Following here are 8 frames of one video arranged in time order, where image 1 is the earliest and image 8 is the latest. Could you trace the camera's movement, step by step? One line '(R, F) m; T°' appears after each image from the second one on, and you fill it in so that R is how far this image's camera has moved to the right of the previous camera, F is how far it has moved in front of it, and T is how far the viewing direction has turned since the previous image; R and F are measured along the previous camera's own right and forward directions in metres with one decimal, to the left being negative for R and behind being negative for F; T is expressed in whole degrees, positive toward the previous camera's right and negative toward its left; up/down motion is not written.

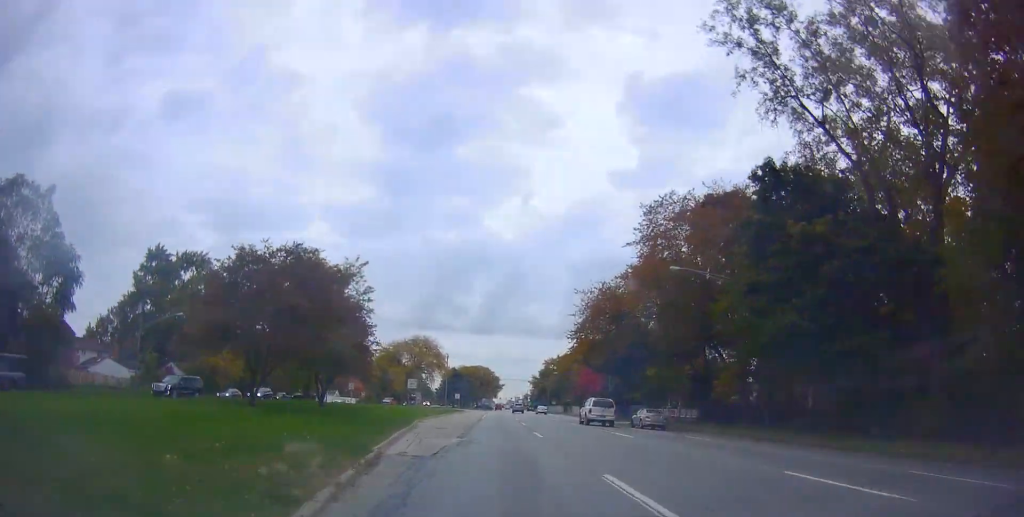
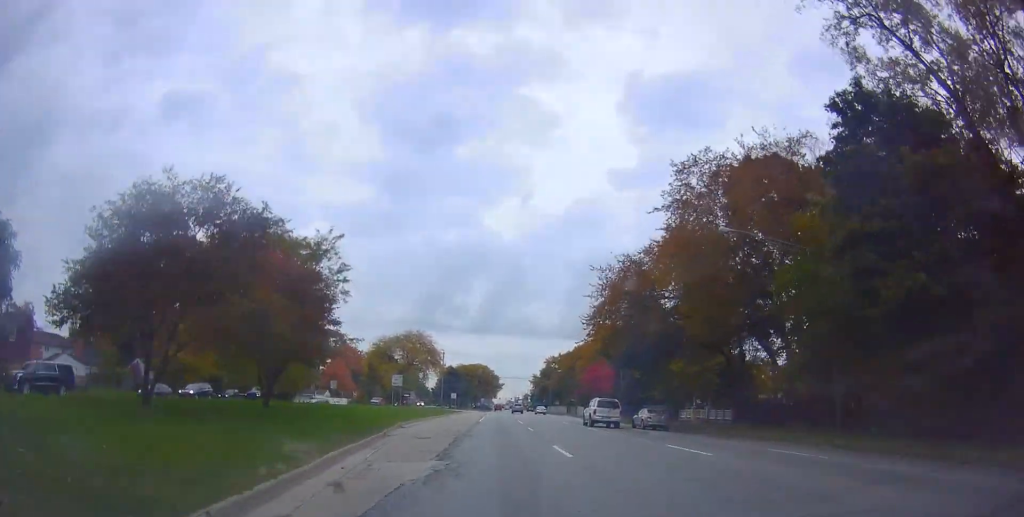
(0.0, +8.5) m; 0°
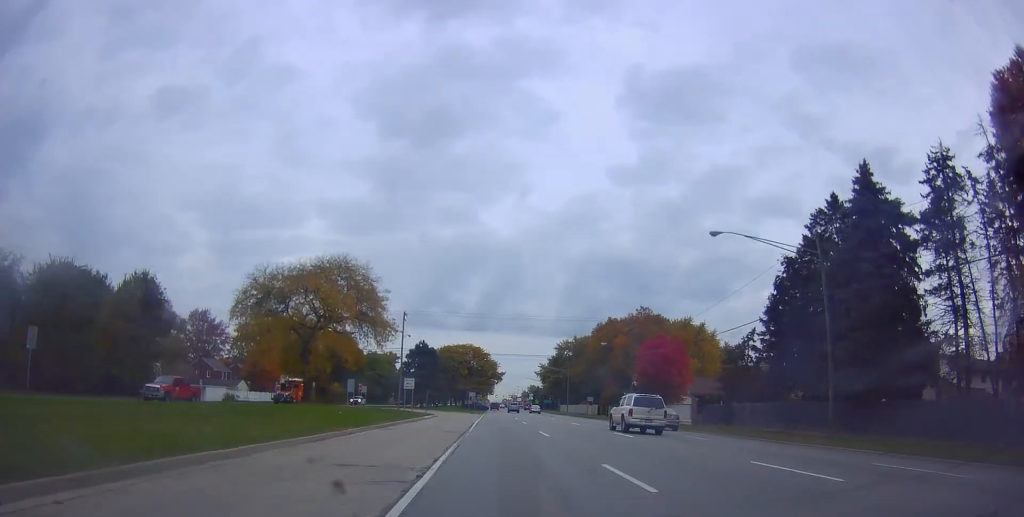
(-0.3, +51.0) m; -1°
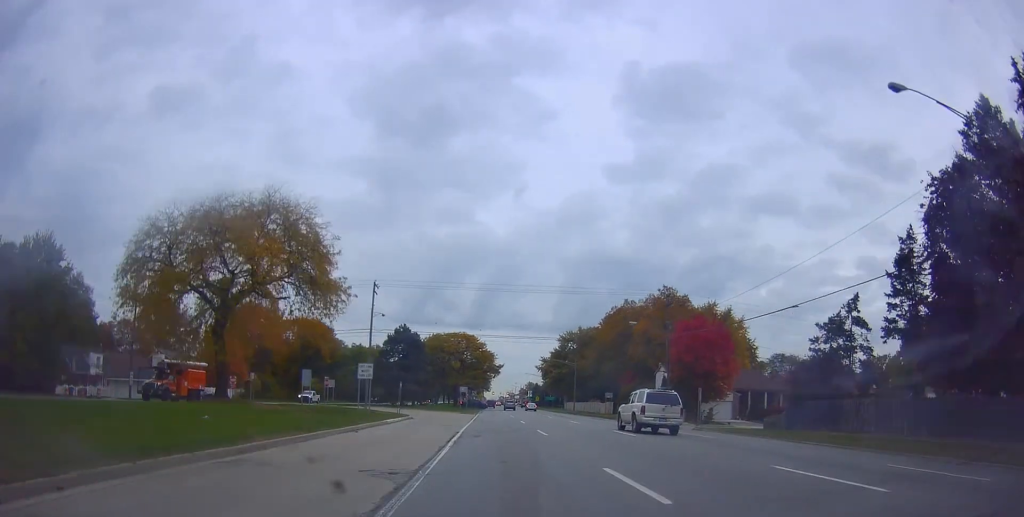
(-0.5, +16.6) m; 0°
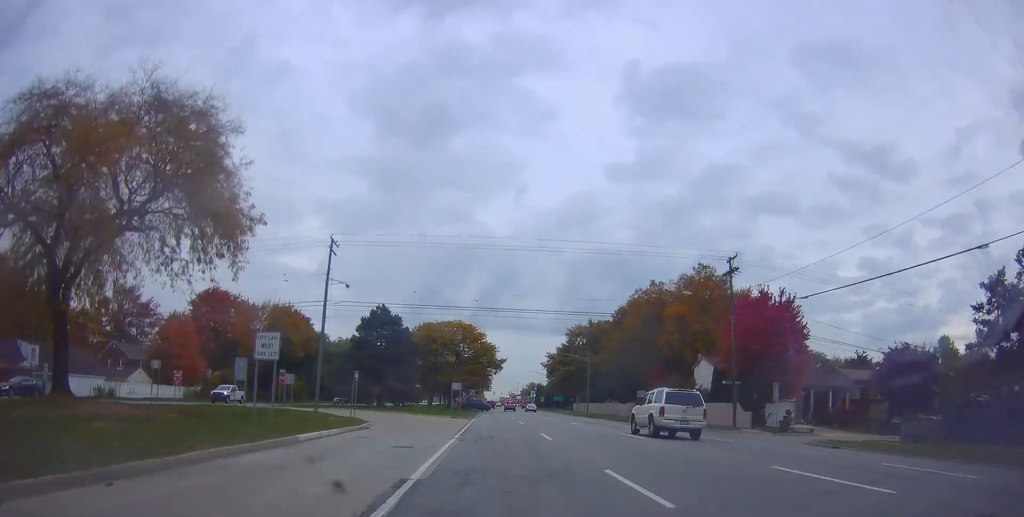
(0.0, +15.8) m; 0°
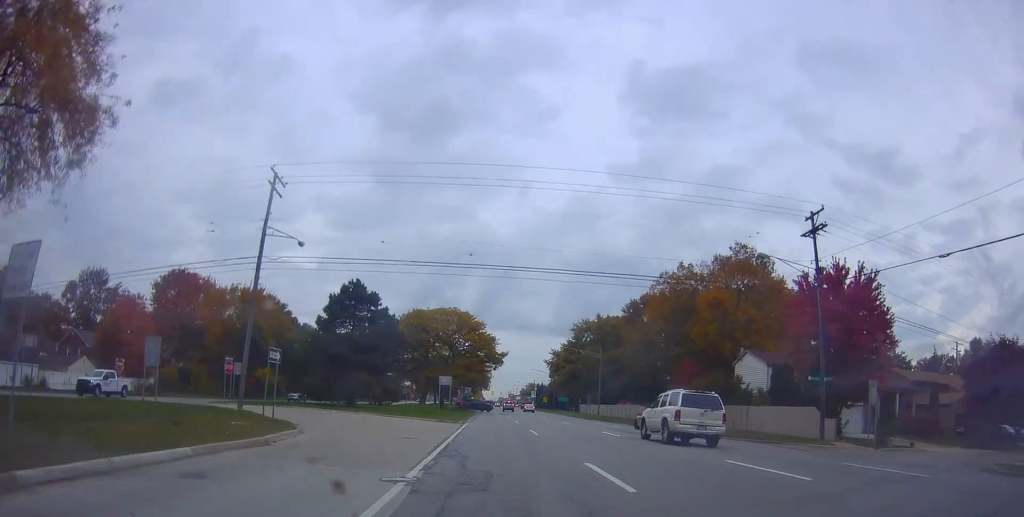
(+0.4, +12.1) m; +1°
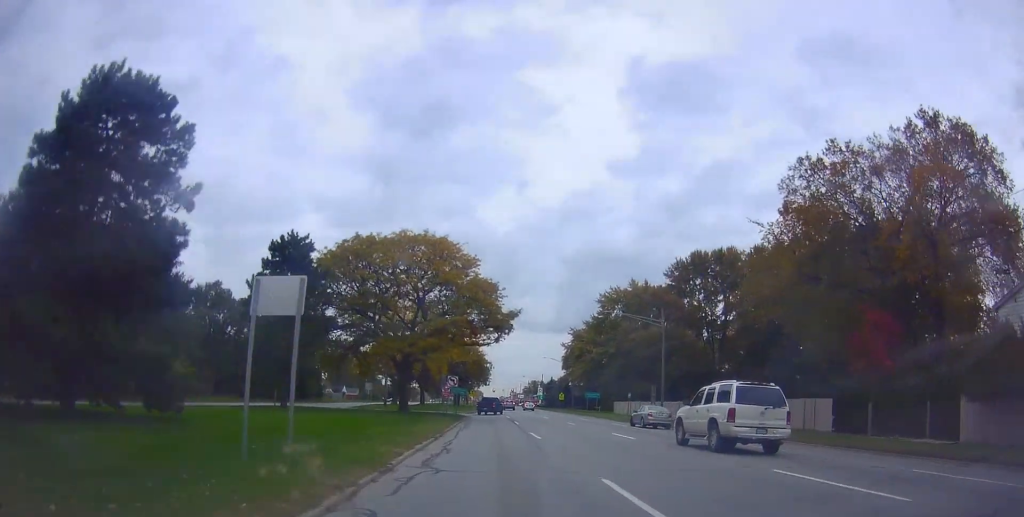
(0.0, +35.5) m; +1°
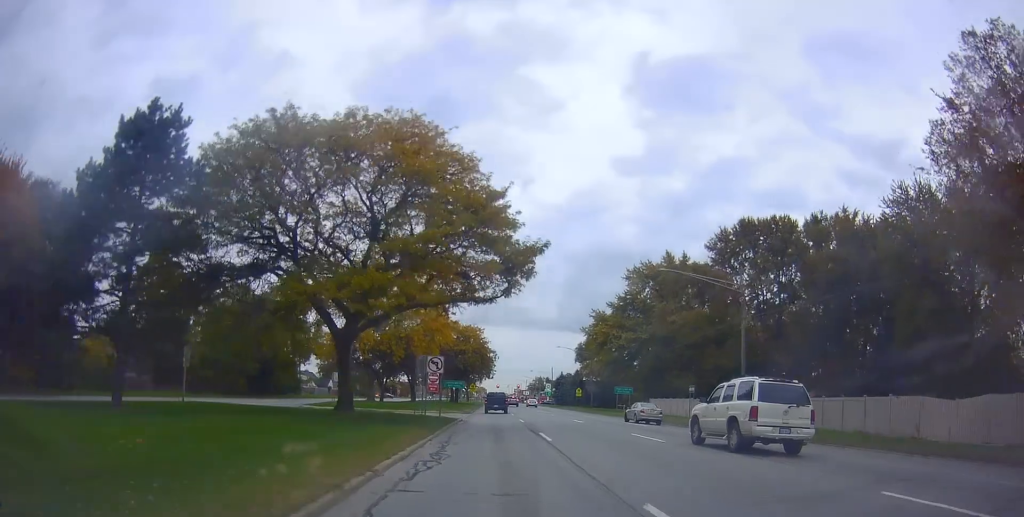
(+0.1, +20.6) m; 0°
